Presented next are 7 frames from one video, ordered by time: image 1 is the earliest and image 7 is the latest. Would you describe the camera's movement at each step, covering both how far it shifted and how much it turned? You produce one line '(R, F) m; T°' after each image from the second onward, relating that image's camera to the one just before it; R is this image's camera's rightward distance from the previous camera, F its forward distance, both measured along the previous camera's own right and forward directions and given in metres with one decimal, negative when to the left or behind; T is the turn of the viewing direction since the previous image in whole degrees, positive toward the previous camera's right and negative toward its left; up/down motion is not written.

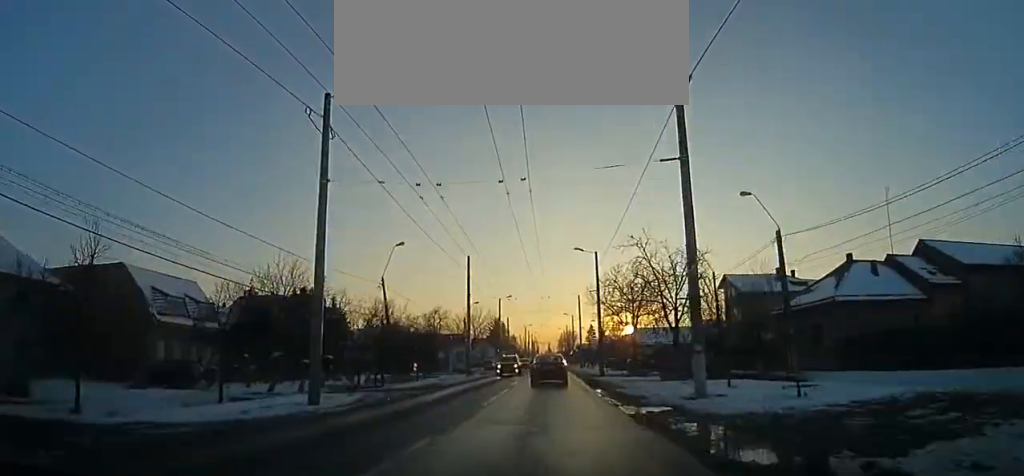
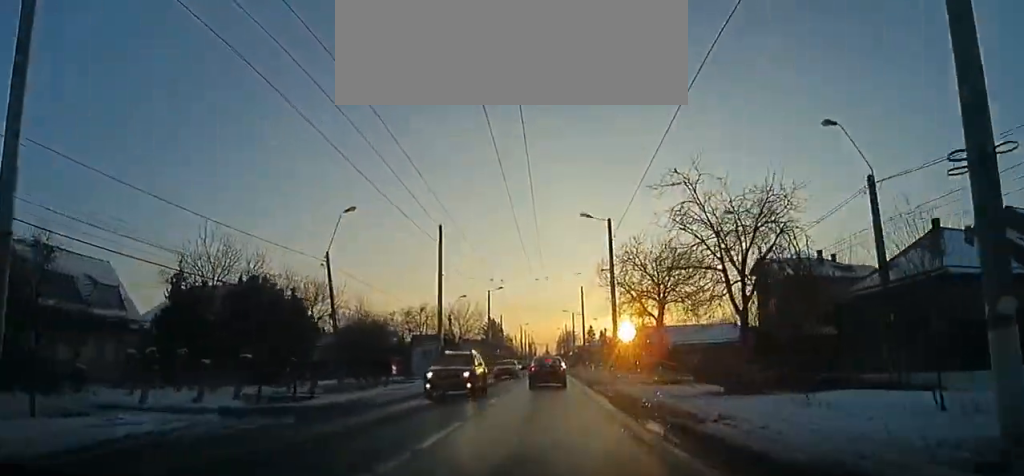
(0.0, +10.6) m; -1°
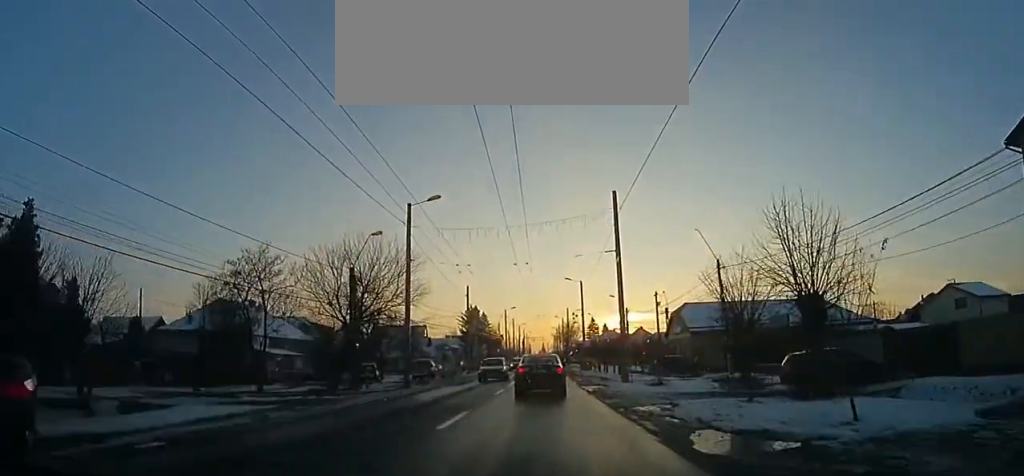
(+0.5, +33.3) m; +2°
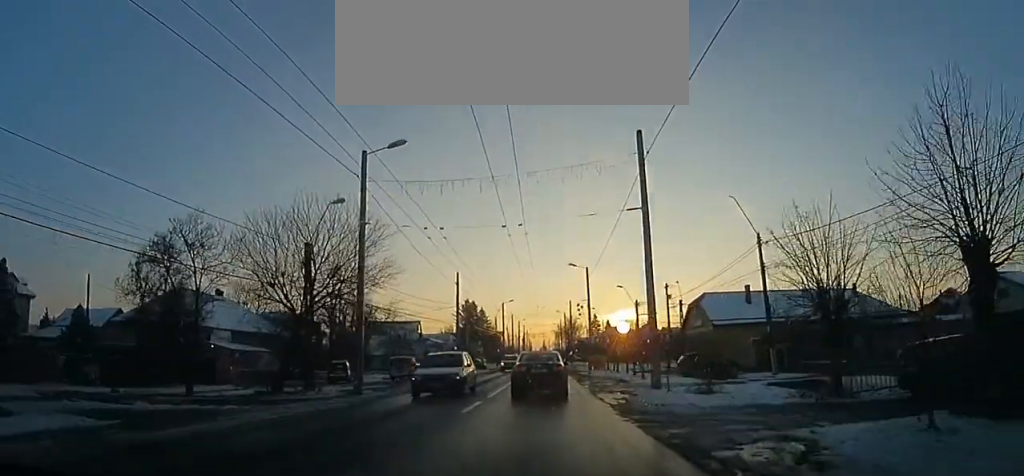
(-0.3, +6.3) m; -1°
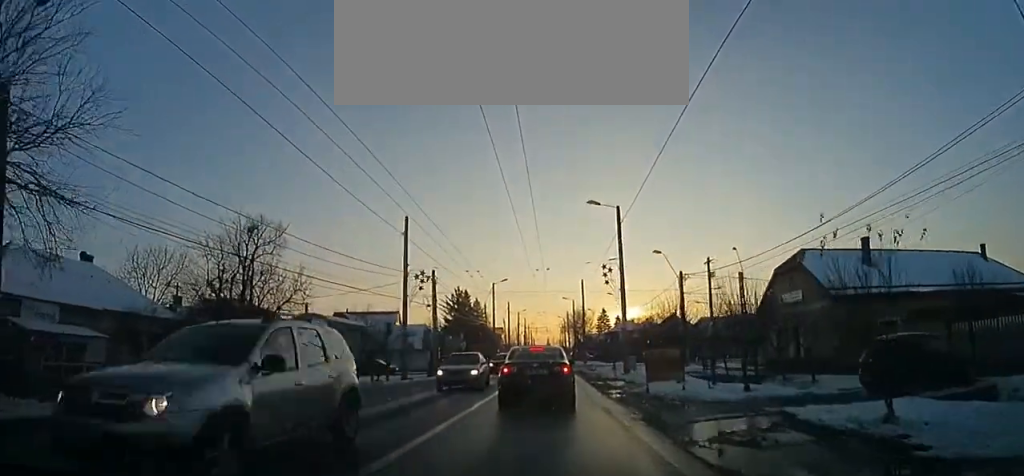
(-0.4, +18.2) m; +2°
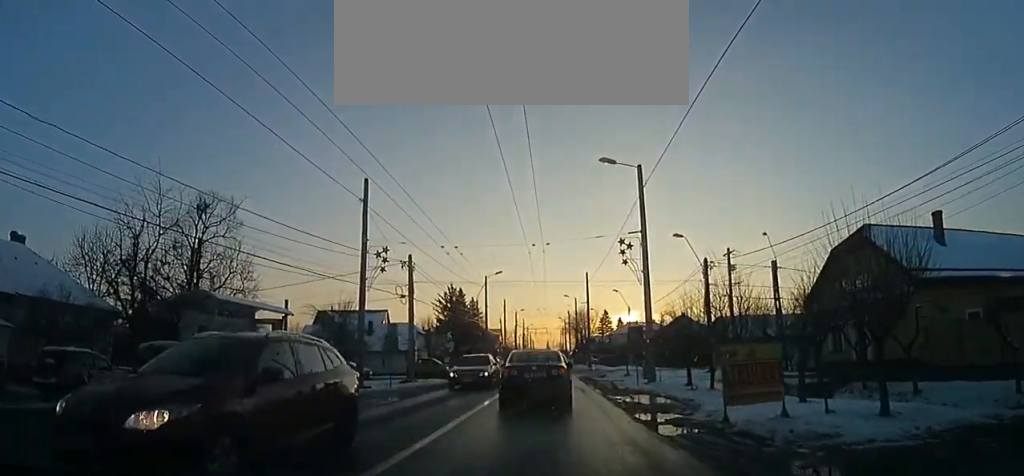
(+0.4, +11.0) m; +3°
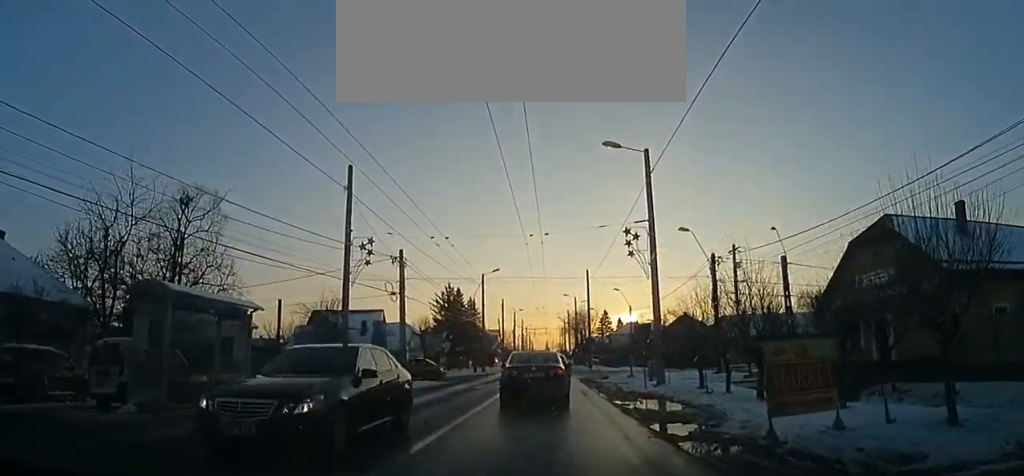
(-0.3, +2.8) m; +3°
